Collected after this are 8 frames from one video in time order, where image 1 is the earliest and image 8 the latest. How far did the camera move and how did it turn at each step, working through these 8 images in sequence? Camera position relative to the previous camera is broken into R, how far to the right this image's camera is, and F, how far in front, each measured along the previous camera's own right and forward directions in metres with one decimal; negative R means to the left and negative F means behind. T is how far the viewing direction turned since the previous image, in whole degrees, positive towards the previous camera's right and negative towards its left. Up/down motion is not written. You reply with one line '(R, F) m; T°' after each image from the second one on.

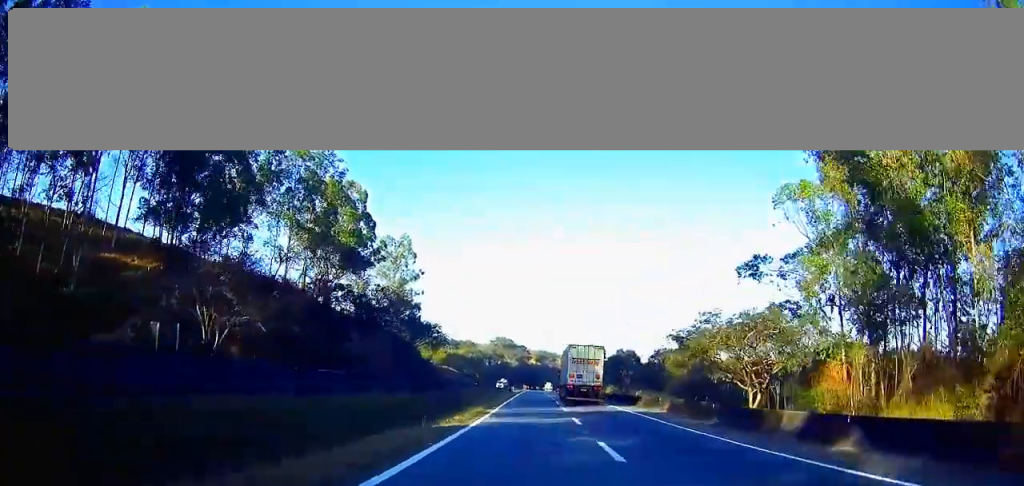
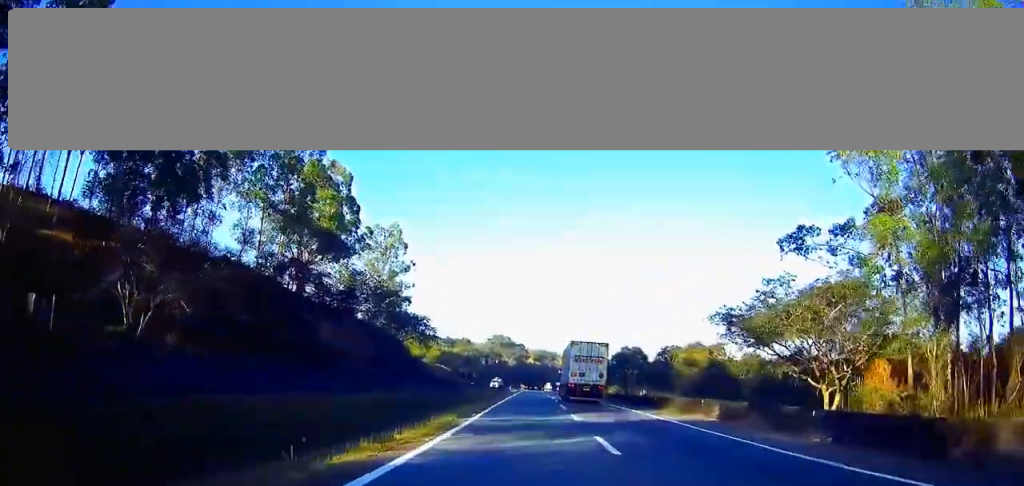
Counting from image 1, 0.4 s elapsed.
(0.0, +11.6) m; 0°
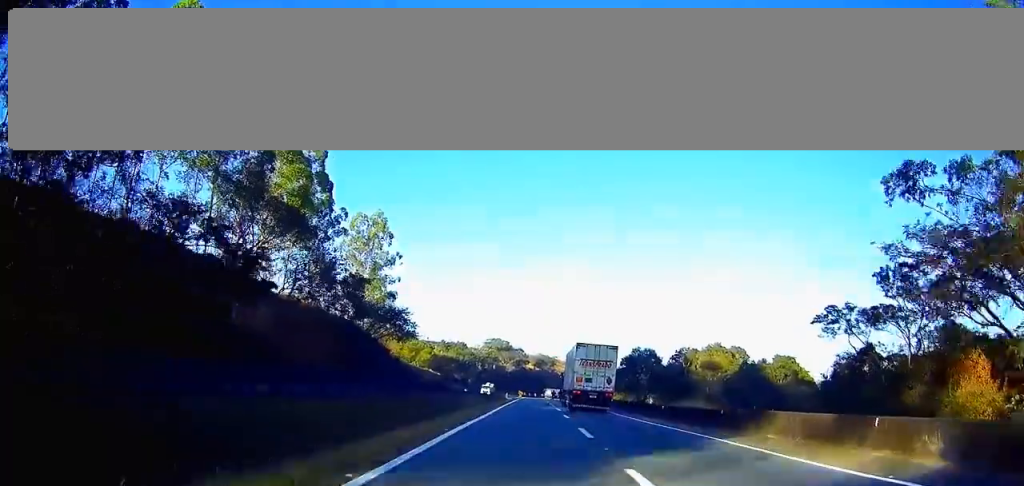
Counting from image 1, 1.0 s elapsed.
(0.0, +17.3) m; 0°
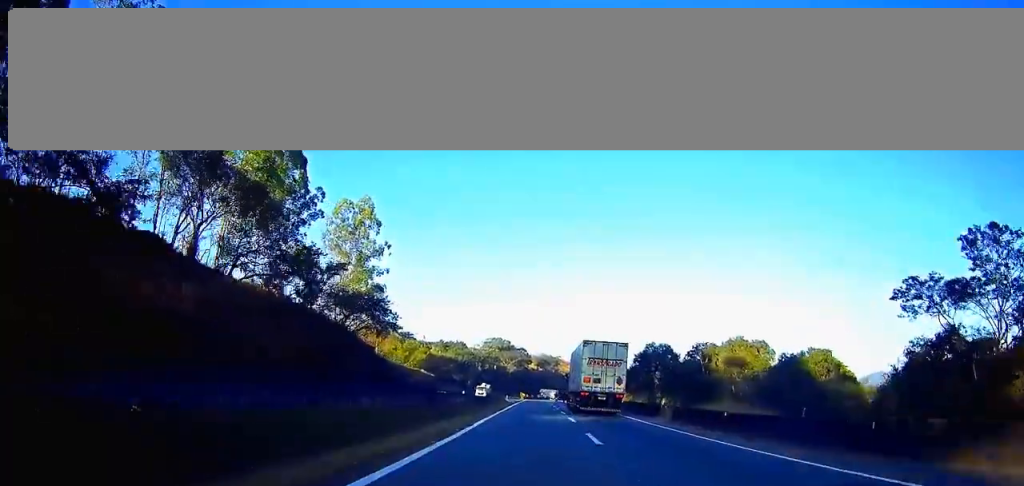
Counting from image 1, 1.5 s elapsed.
(0.0, +13.5) m; 0°
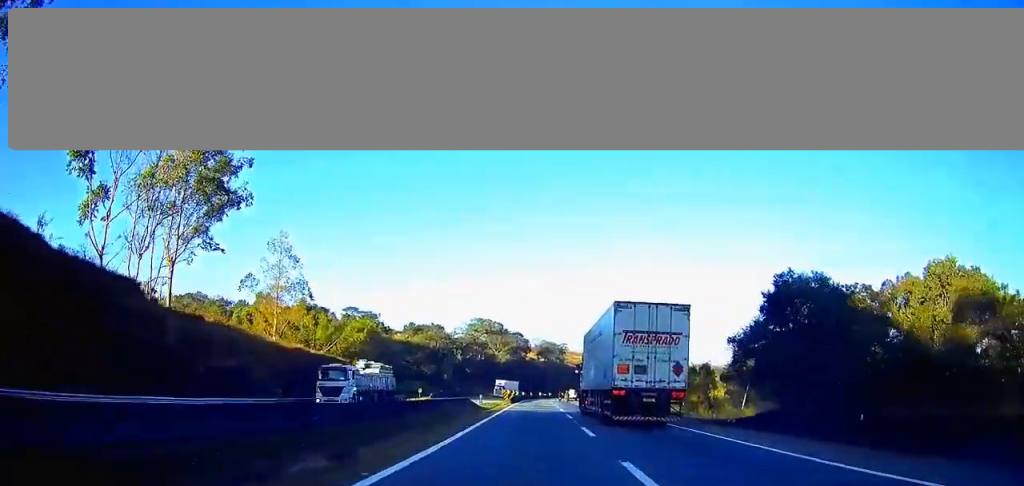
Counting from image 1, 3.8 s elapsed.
(-0.1, +66.7) m; 0°
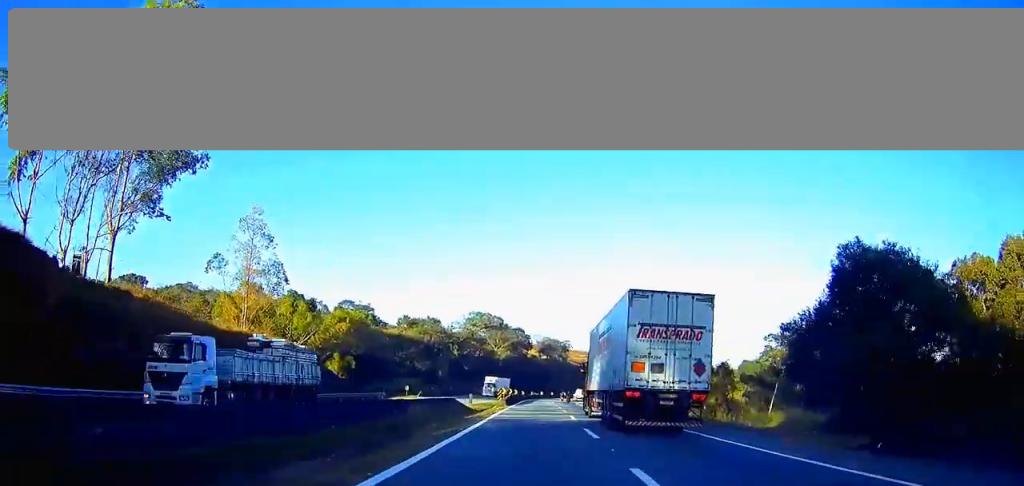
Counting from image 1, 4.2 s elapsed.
(0.0, +12.2) m; 0°
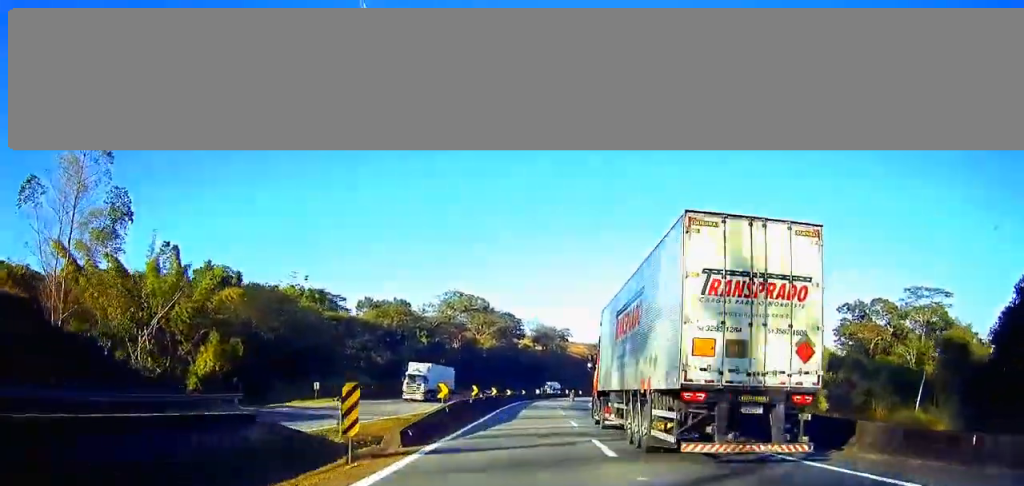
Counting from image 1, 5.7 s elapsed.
(+0.2, +39.4) m; 0°
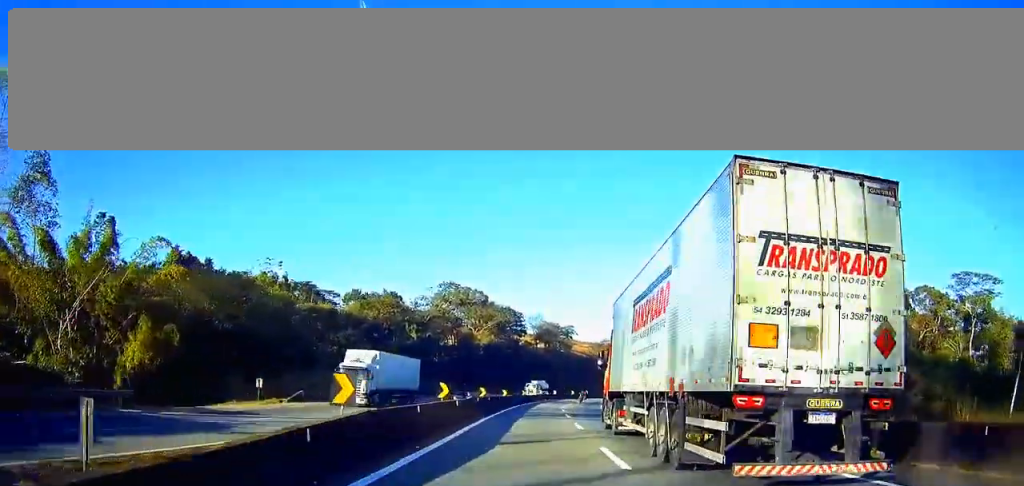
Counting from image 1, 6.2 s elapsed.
(0.0, +13.5) m; 0°
